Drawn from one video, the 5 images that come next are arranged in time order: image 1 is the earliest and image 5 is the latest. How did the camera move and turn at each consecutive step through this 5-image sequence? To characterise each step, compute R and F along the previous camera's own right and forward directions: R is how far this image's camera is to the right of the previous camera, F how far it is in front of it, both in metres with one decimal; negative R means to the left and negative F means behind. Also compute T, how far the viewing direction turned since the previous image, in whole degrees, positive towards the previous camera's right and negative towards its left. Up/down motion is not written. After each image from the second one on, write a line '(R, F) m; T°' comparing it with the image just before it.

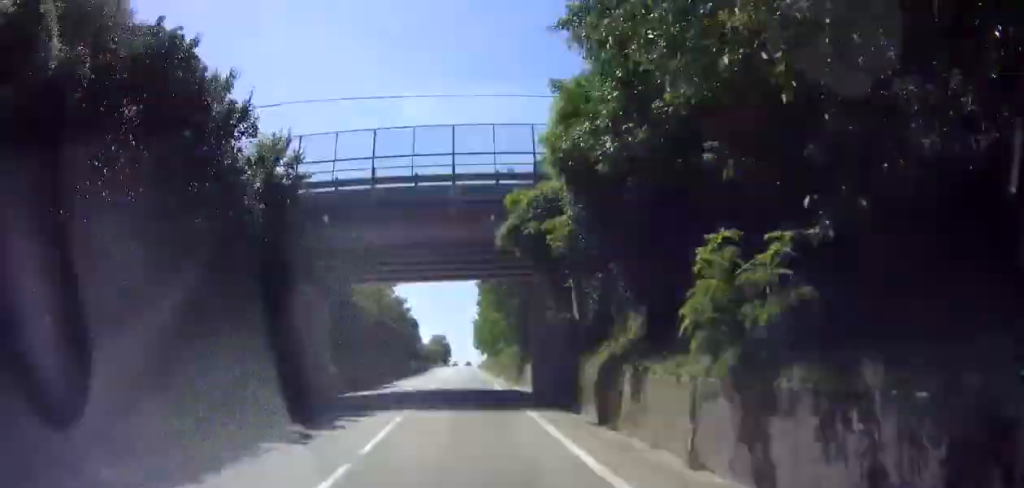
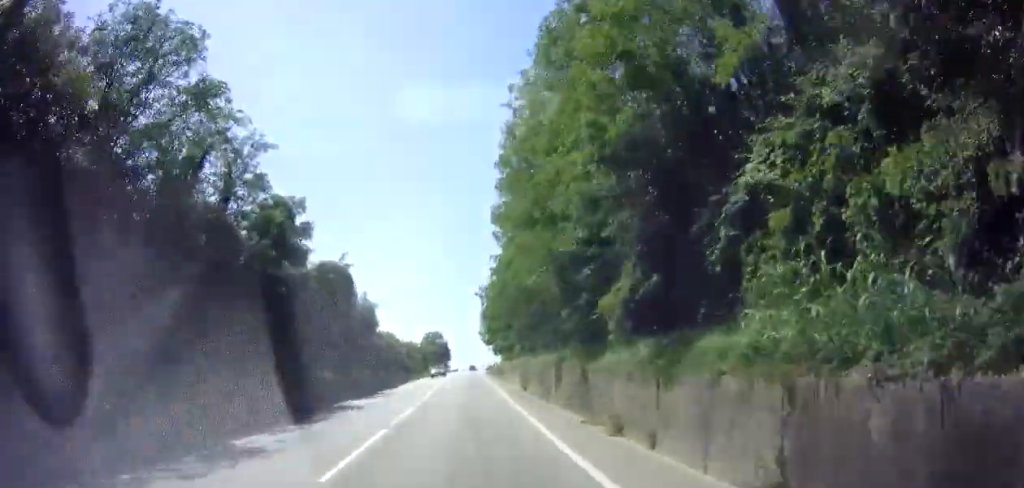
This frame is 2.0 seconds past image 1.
(-0.1, +42.9) m; 0°
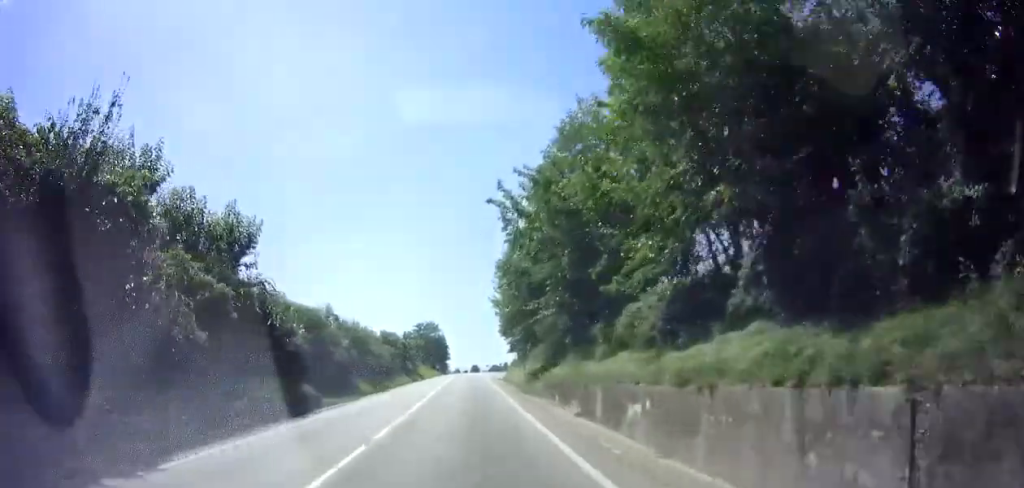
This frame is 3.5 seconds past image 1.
(0.0, +31.4) m; -1°
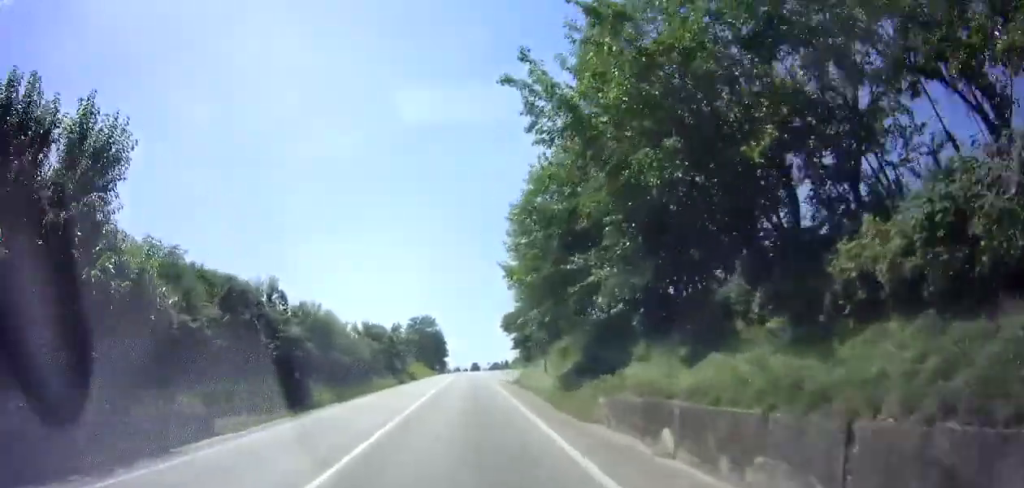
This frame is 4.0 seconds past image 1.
(-0.1, +10.4) m; 0°
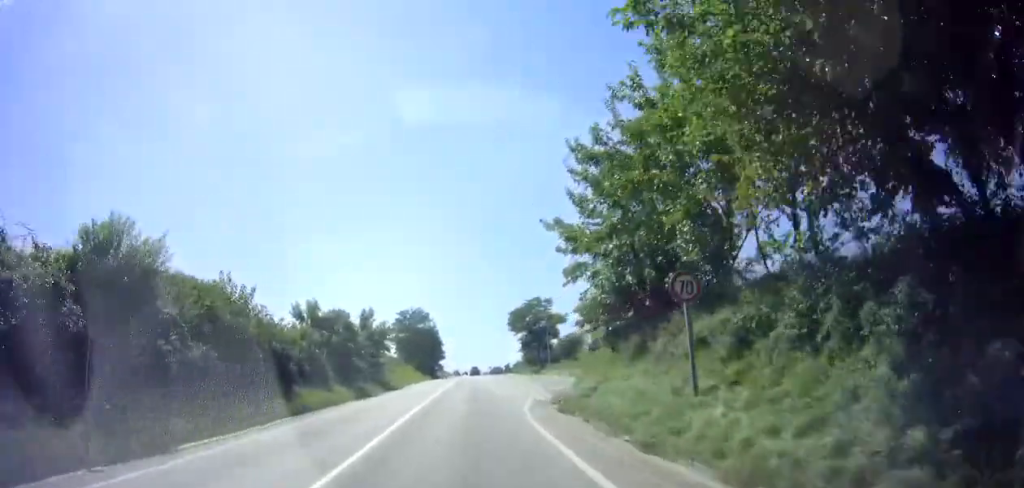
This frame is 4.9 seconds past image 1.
(0.0, +18.6) m; +1°
